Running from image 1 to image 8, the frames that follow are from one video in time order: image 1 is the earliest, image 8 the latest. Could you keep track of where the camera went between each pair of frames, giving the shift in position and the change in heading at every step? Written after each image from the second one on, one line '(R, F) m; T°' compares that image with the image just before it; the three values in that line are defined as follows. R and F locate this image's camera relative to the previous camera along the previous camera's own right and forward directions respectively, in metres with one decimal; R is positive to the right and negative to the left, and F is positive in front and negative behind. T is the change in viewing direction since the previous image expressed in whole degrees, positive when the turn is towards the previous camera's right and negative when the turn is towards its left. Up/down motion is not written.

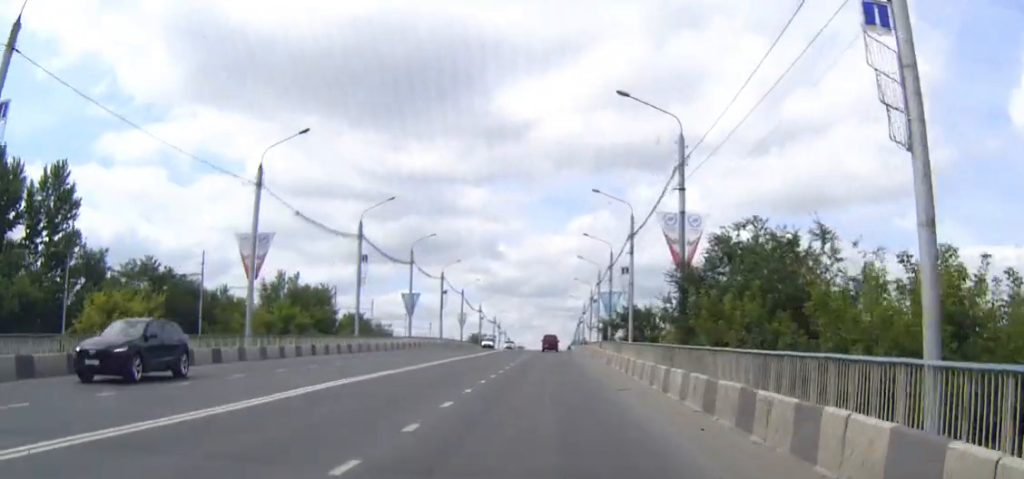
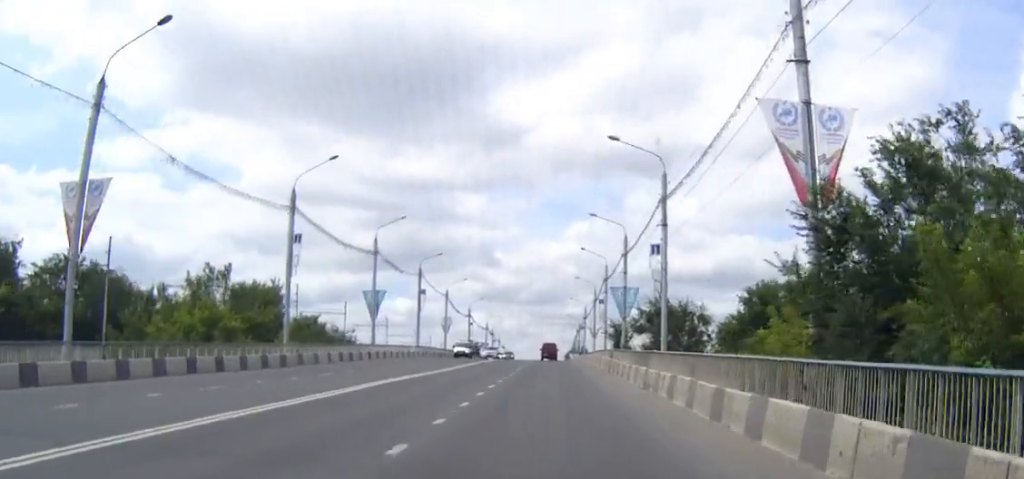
(0.0, +17.7) m; 0°
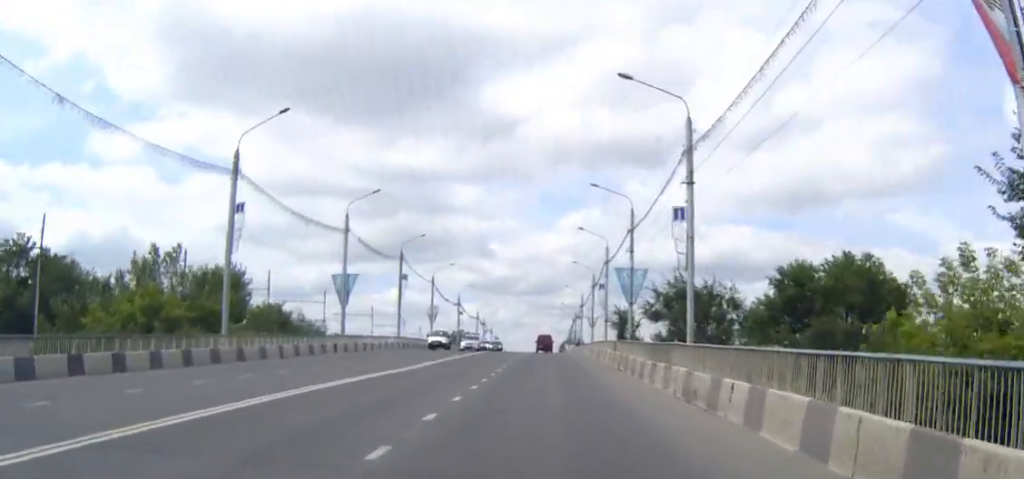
(0.0, +8.9) m; 0°
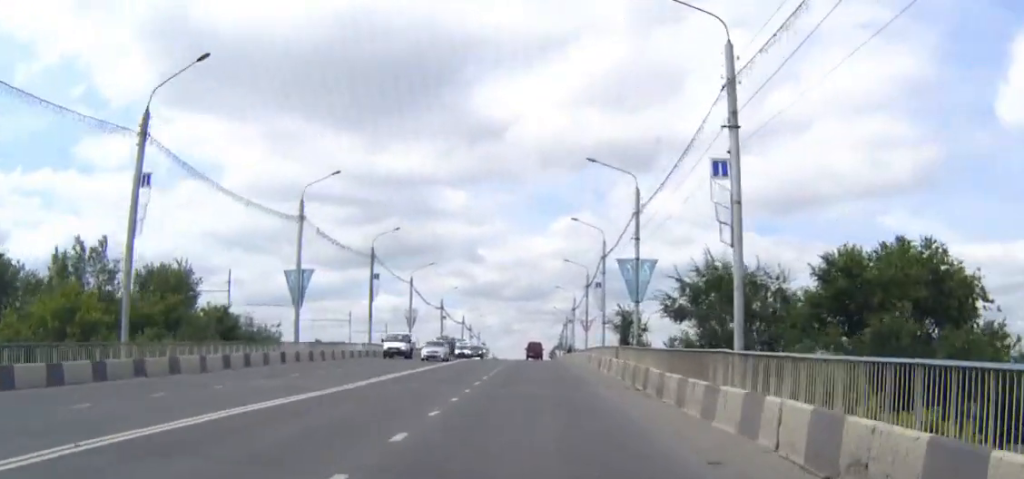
(0.0, +9.6) m; 0°
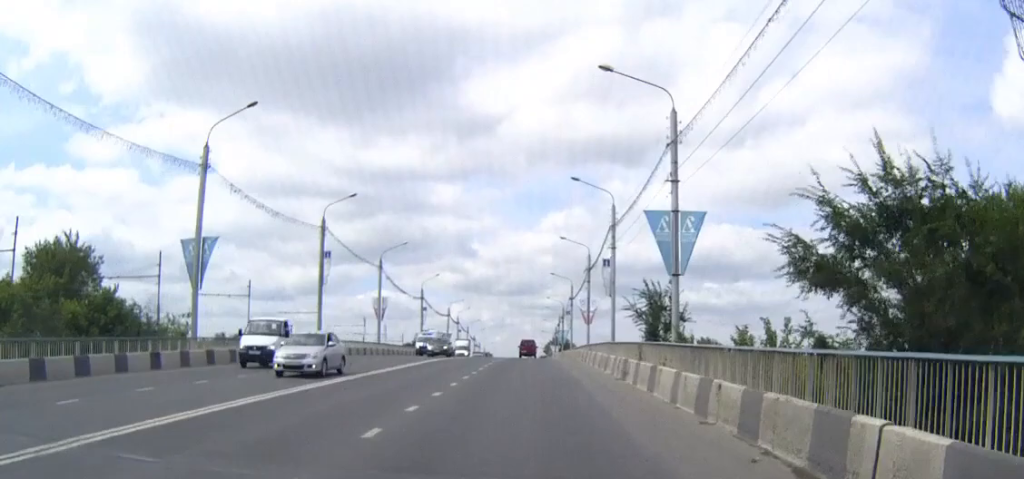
(+0.1, +15.7) m; 0°
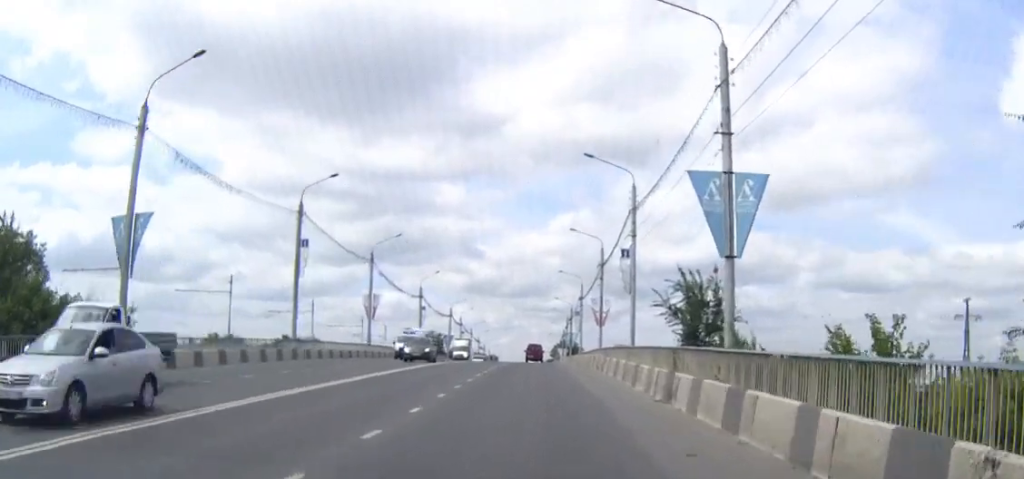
(0.0, +7.8) m; 0°
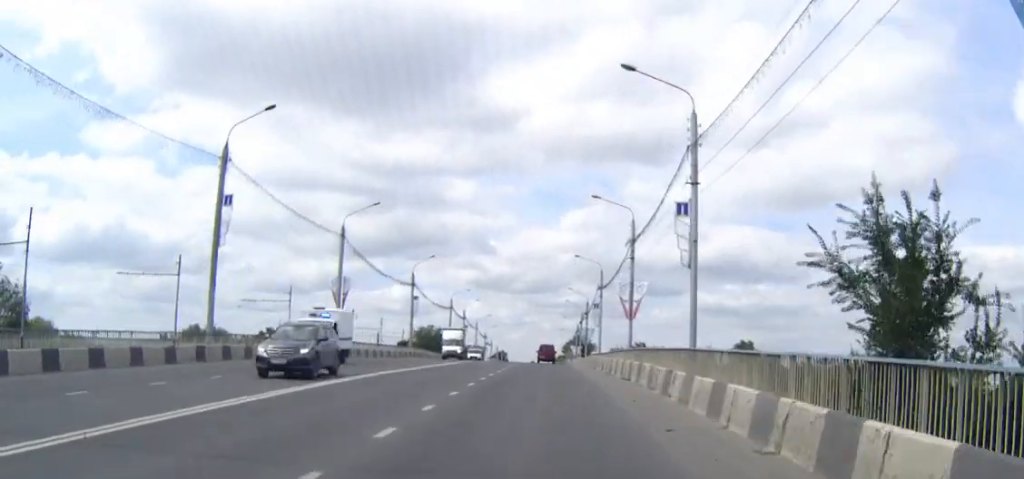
(0.0, +15.7) m; 0°
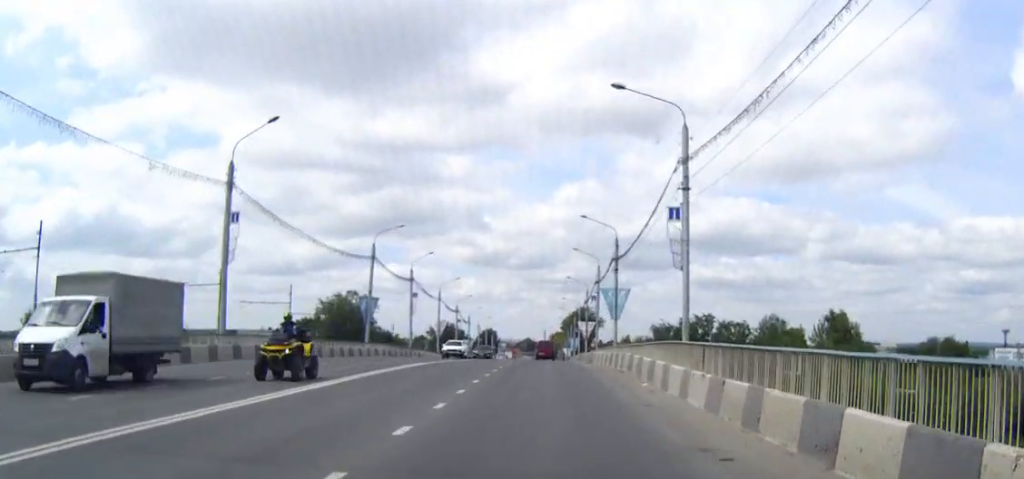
(-0.2, +56.3) m; 0°
